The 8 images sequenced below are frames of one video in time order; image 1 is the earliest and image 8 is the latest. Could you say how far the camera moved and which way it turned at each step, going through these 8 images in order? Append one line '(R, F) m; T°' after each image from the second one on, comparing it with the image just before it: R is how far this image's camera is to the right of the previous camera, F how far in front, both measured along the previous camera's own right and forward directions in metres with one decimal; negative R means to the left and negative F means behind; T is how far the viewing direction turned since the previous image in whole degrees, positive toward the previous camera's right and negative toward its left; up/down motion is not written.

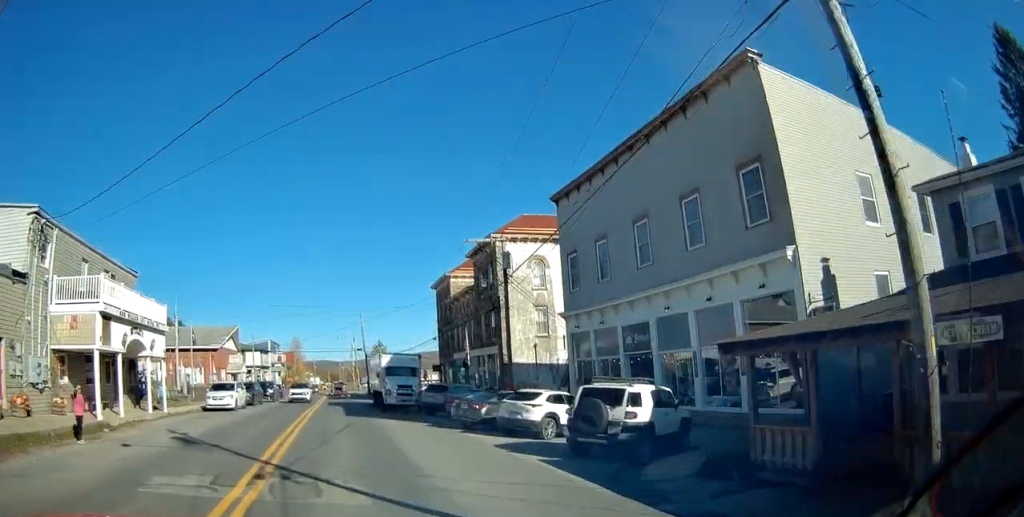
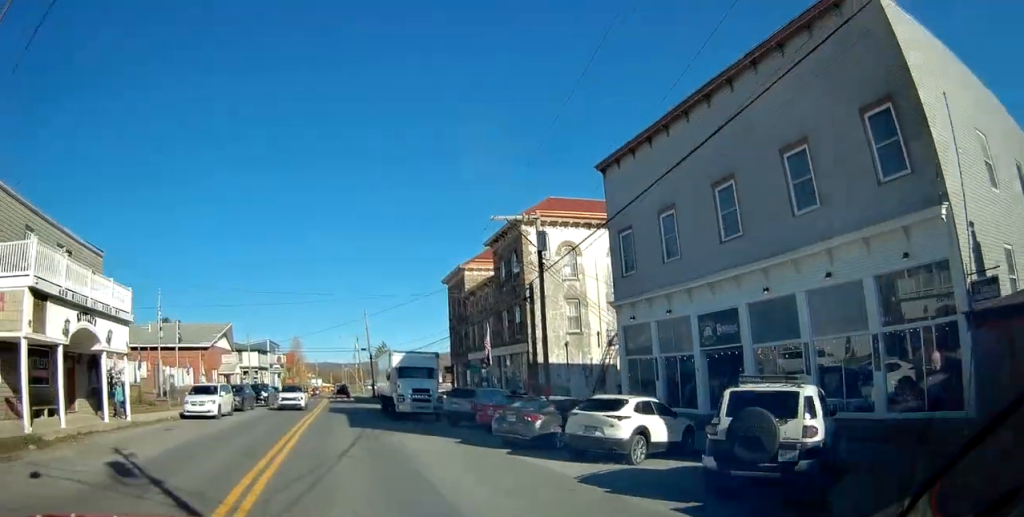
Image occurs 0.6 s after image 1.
(-0.1, +5.4) m; 0°
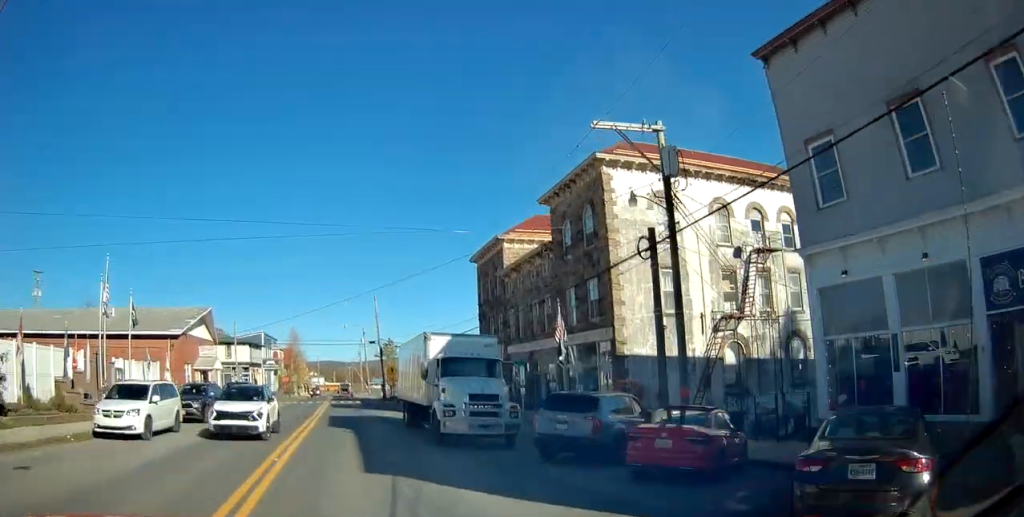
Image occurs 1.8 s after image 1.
(0.0, +11.3) m; +1°
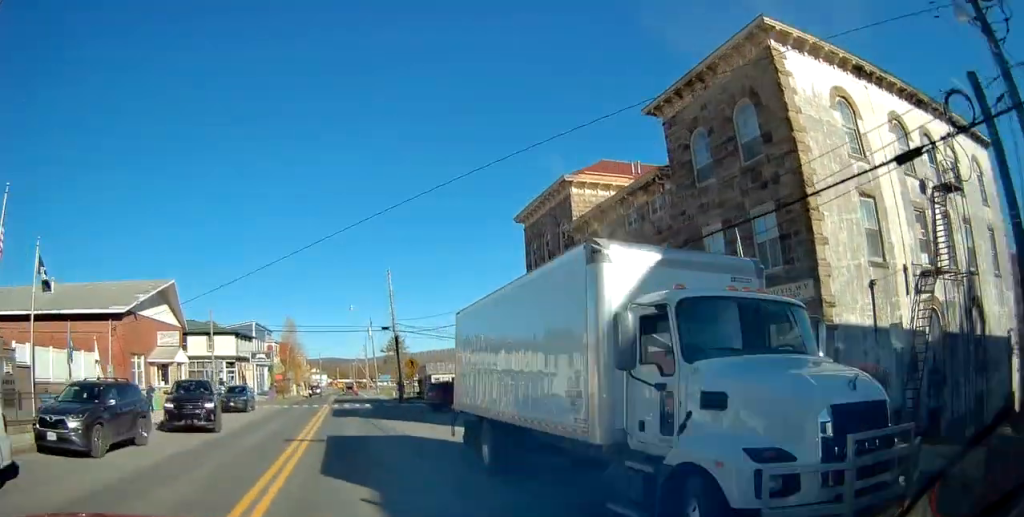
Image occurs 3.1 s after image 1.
(+0.1, +12.3) m; 0°
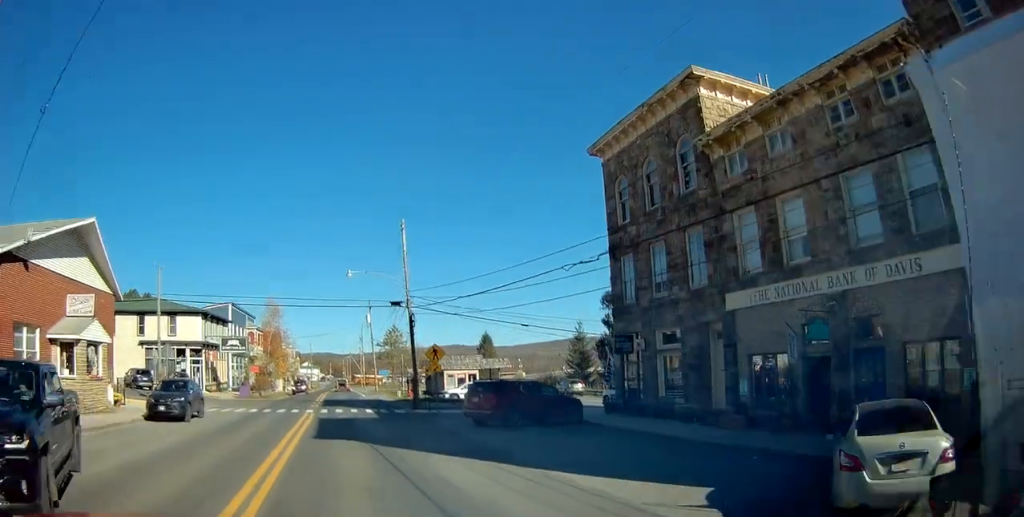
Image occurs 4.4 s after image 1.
(0.0, +12.6) m; 0°
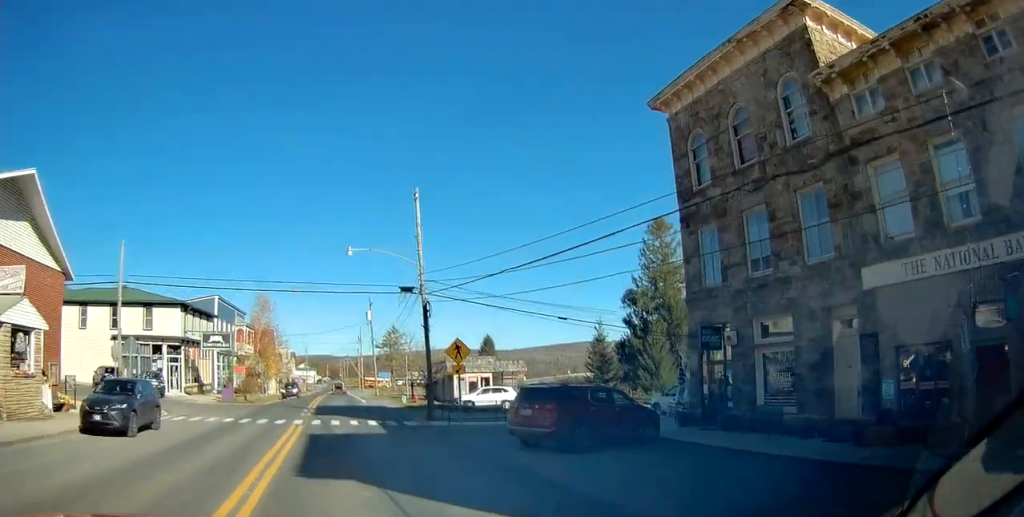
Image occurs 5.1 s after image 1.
(0.0, +6.1) m; 0°
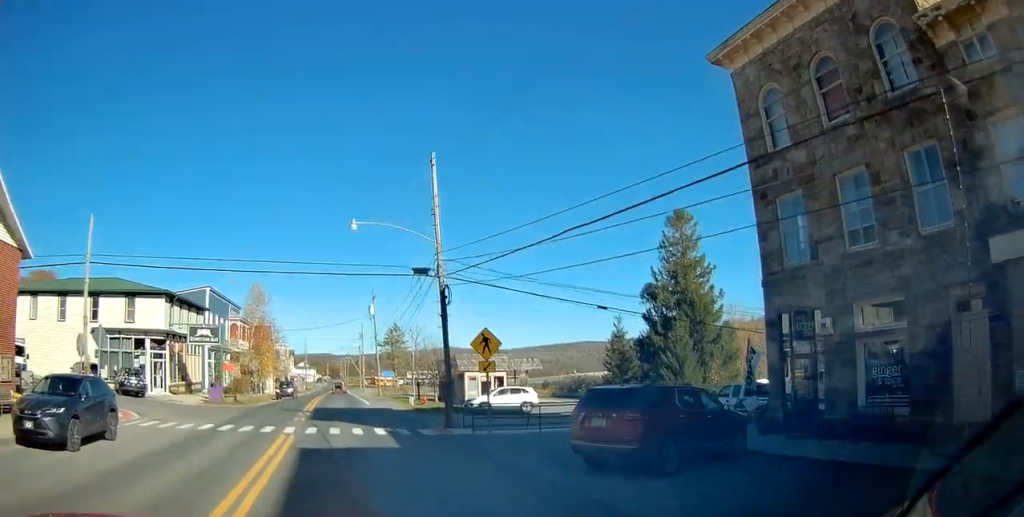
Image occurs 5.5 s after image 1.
(0.0, +4.2) m; 0°
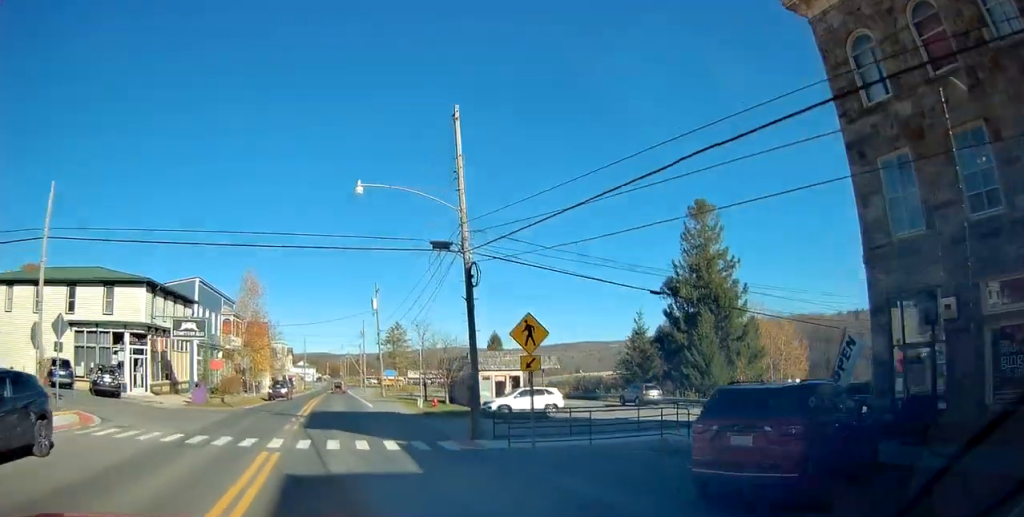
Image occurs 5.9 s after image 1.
(0.0, +4.2) m; 0°
